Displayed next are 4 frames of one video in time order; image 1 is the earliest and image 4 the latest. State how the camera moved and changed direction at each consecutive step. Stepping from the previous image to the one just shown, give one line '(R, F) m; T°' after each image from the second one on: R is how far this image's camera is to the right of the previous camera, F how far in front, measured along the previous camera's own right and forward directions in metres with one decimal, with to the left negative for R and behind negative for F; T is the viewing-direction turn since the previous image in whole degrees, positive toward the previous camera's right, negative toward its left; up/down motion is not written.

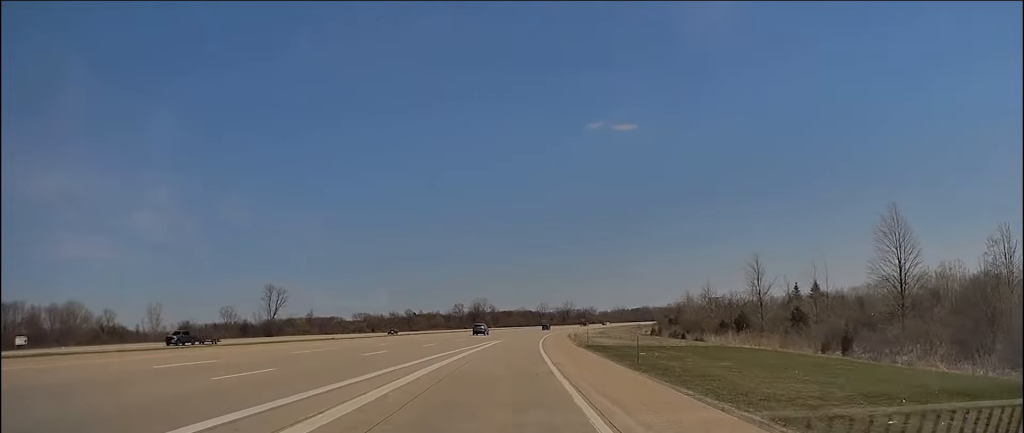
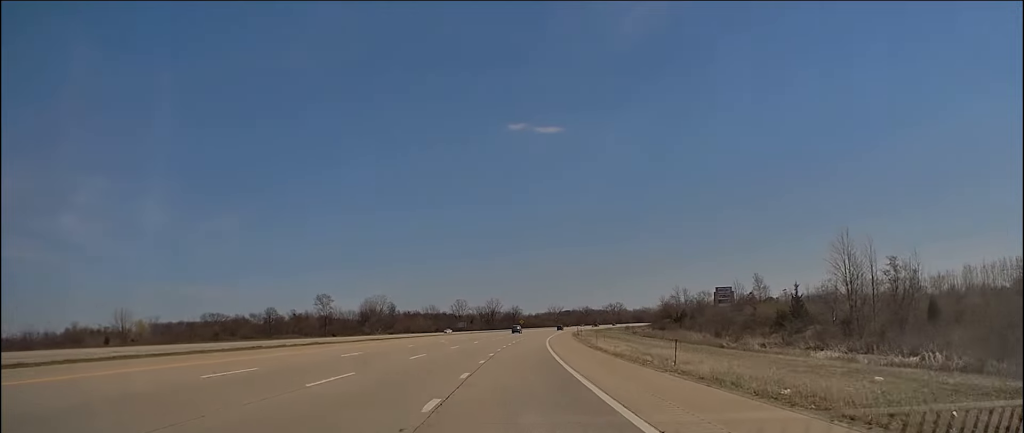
(+18.3, +116.1) m; +14°
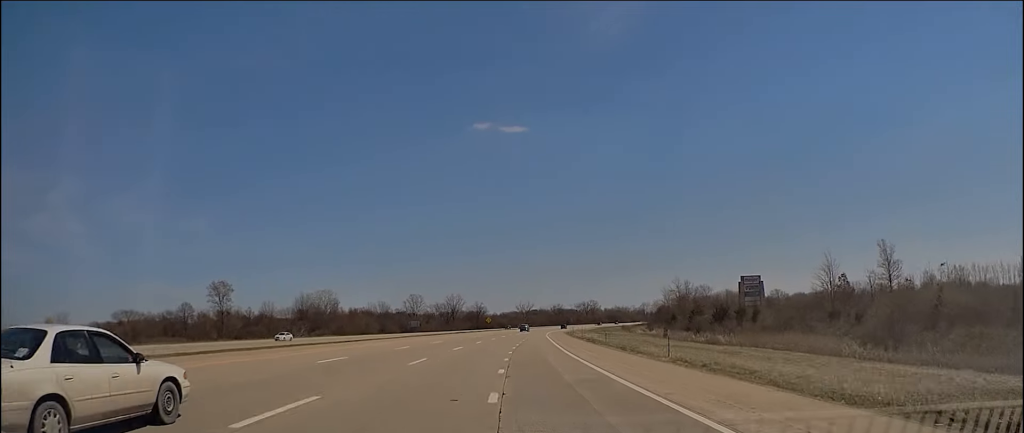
(-0.7, +50.8) m; +1°
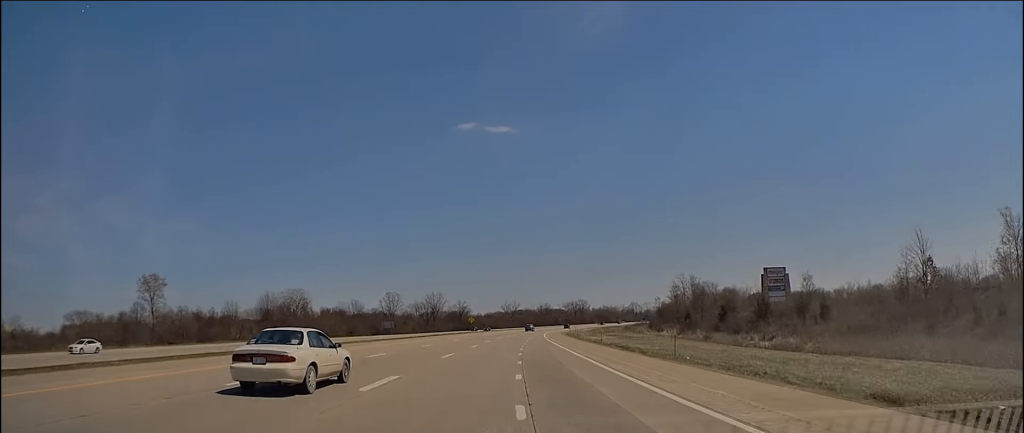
(+0.7, +24.6) m; +3°
